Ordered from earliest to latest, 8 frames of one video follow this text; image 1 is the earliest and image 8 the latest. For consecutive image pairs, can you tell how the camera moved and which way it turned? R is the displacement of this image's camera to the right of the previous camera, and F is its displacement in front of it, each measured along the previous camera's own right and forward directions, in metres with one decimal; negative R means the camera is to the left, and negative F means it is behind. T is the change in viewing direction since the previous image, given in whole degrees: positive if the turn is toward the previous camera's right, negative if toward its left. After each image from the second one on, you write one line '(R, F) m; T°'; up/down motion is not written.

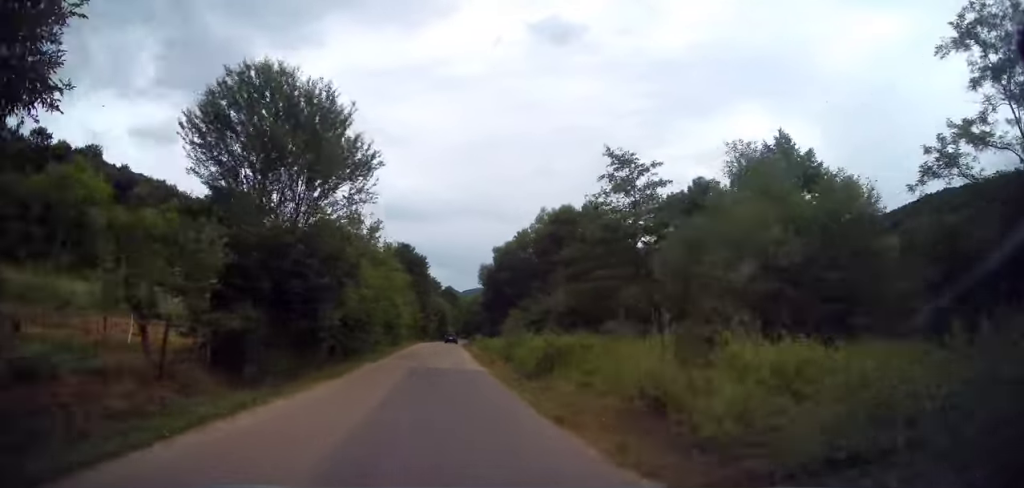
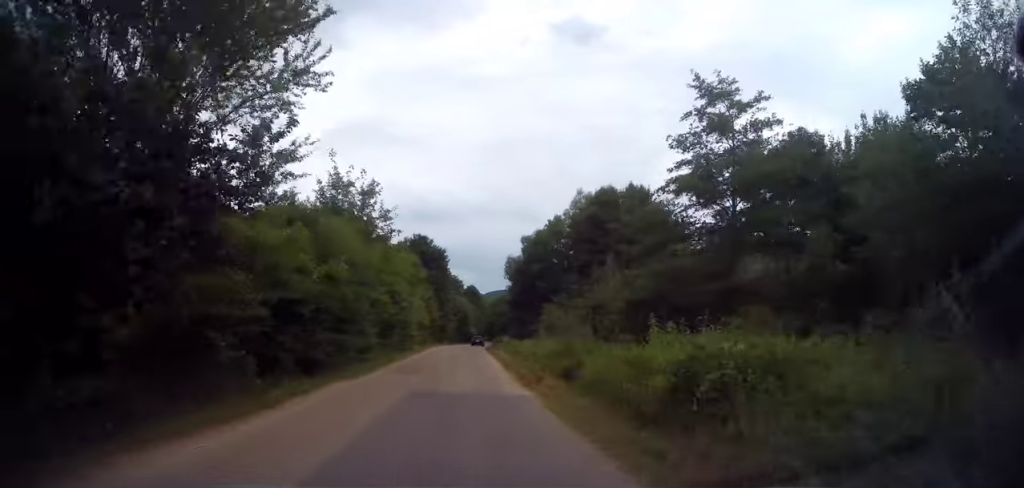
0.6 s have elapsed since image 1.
(-0.1, +8.4) m; -2°
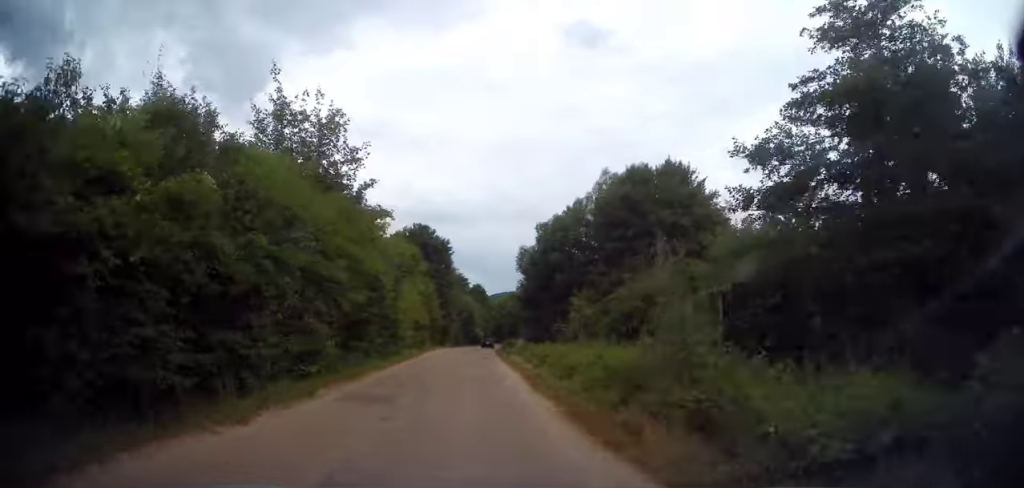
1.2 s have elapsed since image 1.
(-0.3, +7.7) m; -2°
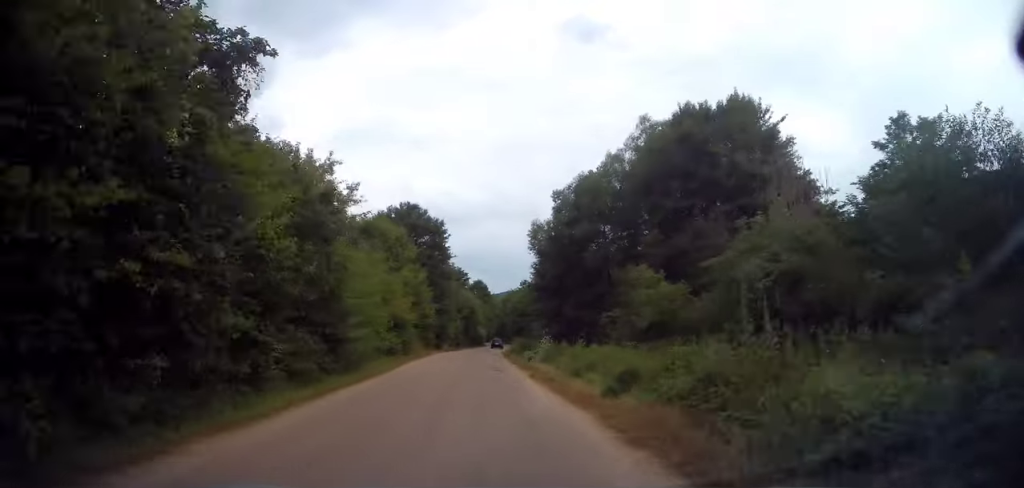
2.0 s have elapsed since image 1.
(-0.3, +11.1) m; -1°
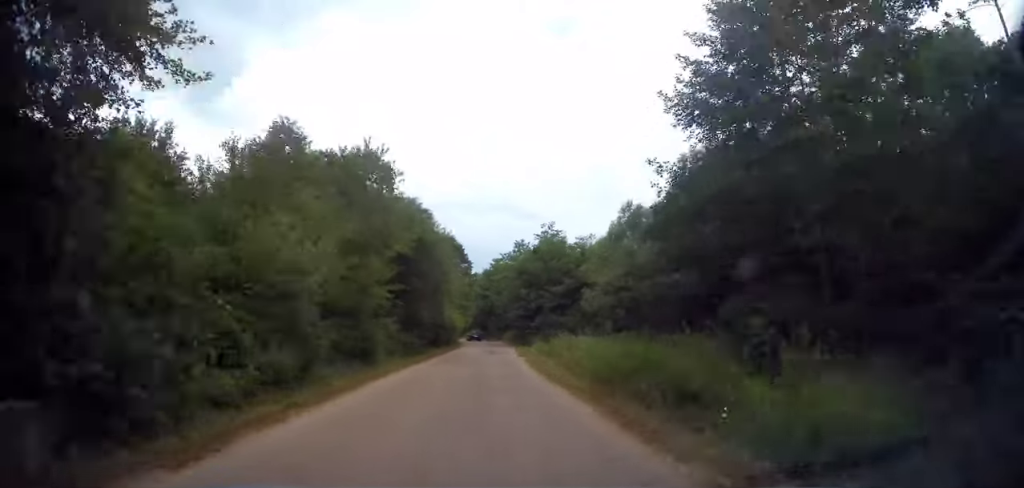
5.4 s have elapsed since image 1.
(+1.9, +48.0) m; +5°
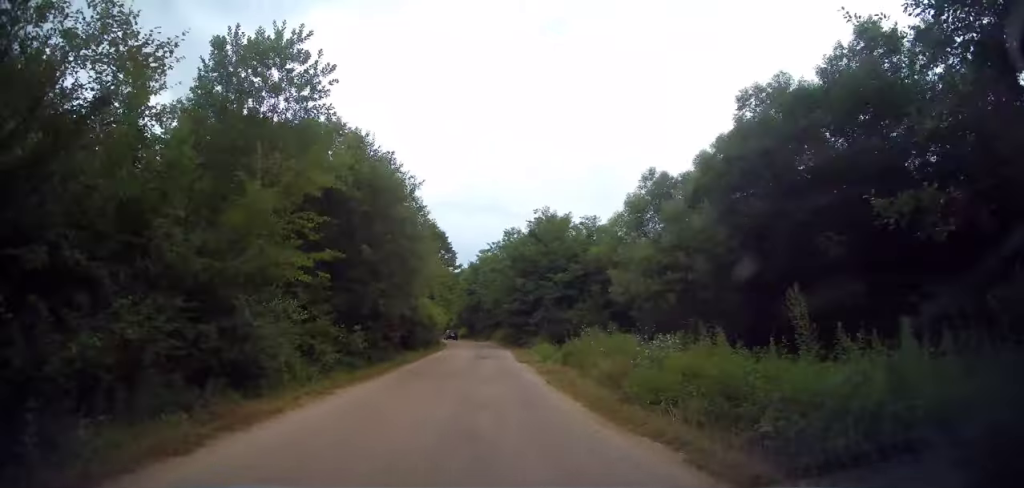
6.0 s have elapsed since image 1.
(0.0, +9.1) m; 0°
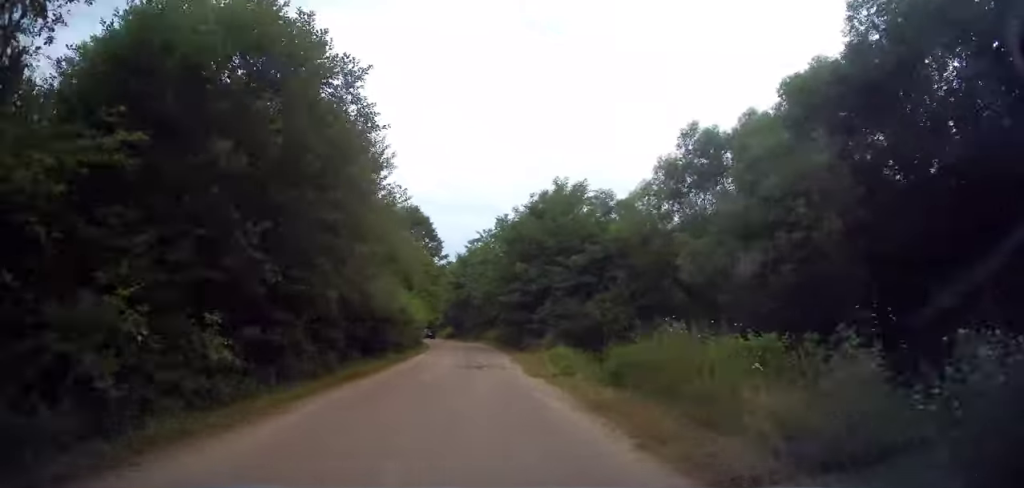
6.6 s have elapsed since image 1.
(0.0, +8.5) m; 0°
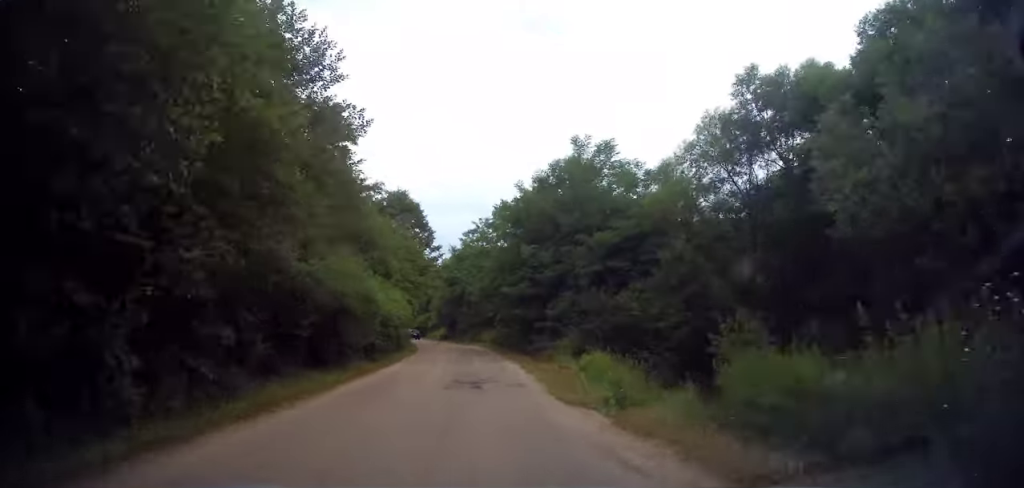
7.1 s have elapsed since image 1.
(-0.1, +6.6) m; +1°
